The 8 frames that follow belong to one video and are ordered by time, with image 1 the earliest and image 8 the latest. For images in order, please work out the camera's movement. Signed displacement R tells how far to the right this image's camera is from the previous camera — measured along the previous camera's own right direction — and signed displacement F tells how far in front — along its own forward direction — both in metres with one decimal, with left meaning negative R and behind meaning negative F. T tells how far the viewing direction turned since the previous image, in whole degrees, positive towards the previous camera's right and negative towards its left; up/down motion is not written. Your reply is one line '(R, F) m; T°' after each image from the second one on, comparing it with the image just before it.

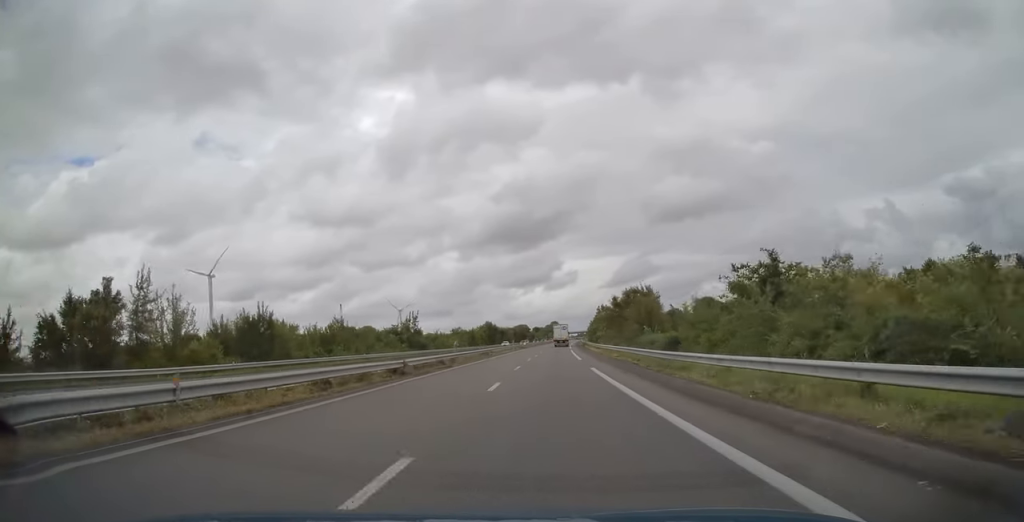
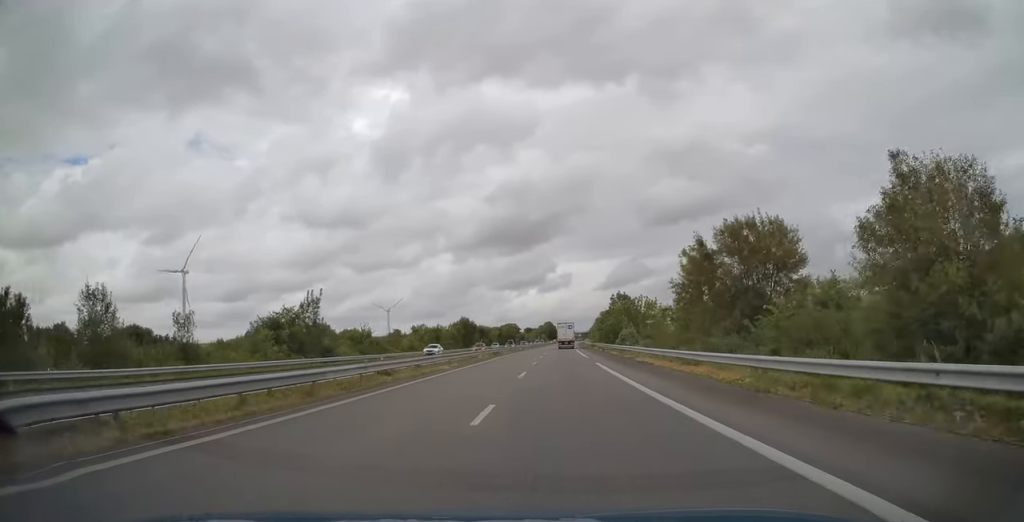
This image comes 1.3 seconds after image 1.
(+0.6, +46.1) m; +1°
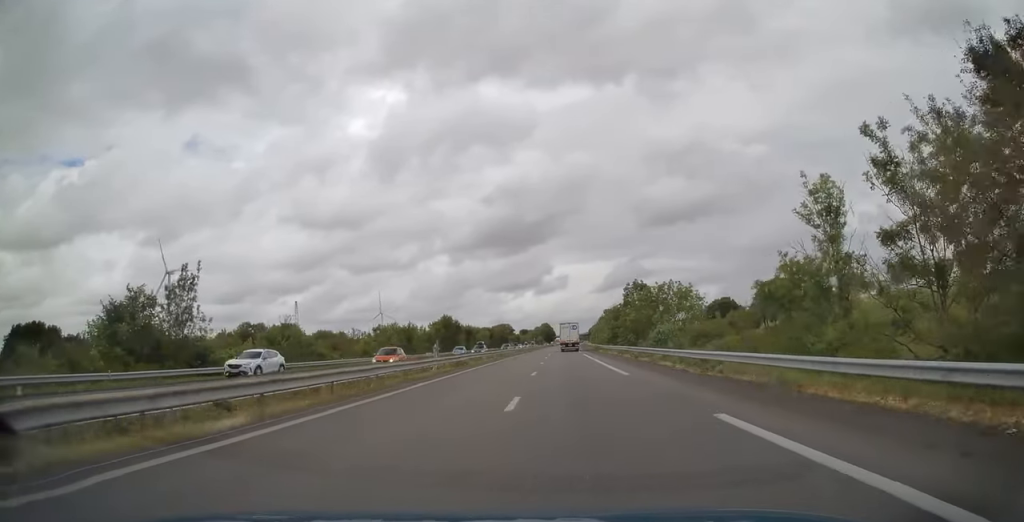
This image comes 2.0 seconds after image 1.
(-0.2, +23.9) m; 0°
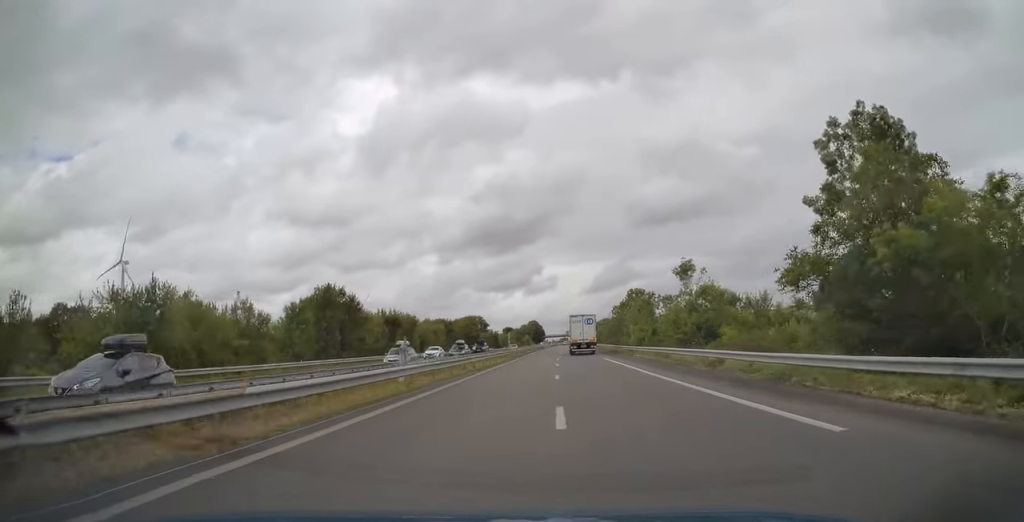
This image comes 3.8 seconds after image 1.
(+0.8, +67.5) m; +1°
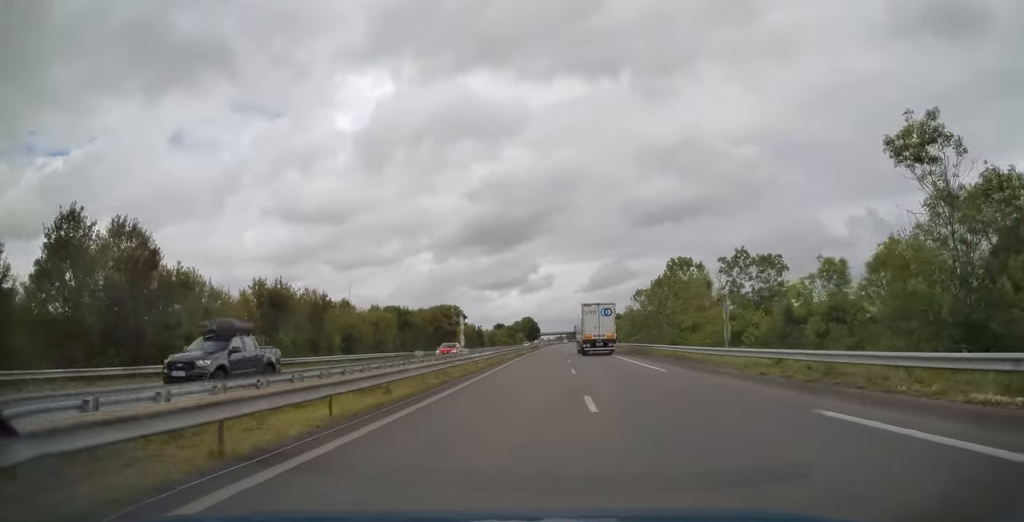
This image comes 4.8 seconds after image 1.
(+0.3, +37.0) m; 0°
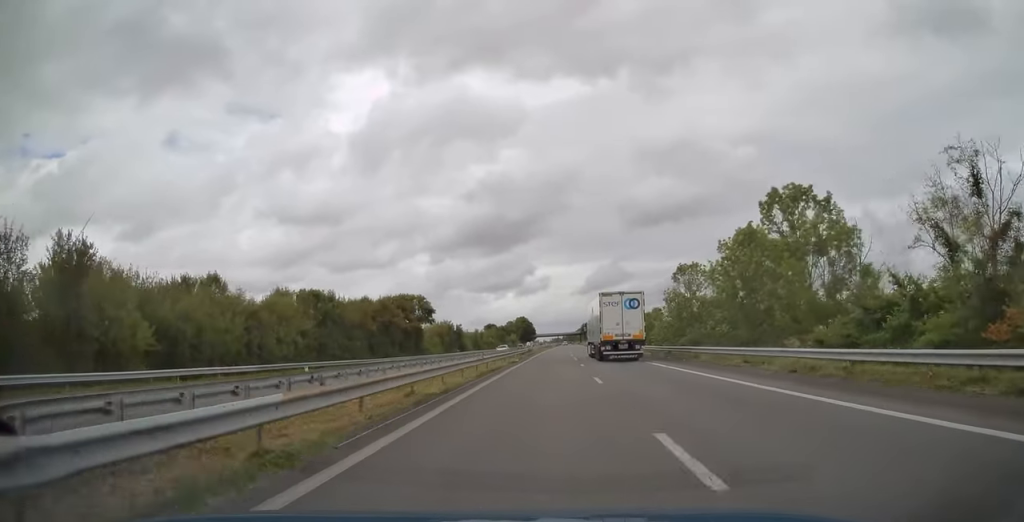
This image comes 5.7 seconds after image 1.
(-0.1, +32.1) m; 0°
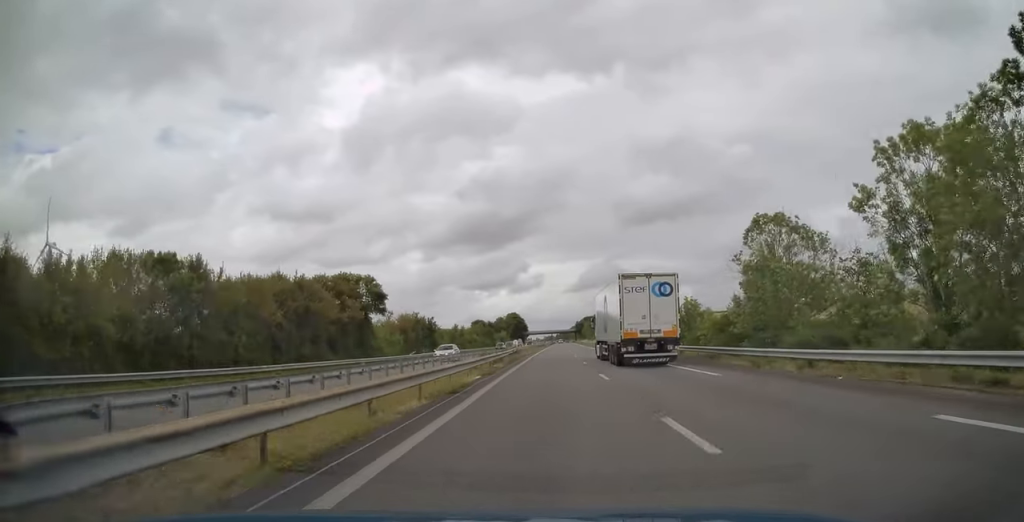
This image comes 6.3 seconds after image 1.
(+0.1, +24.7) m; +1°
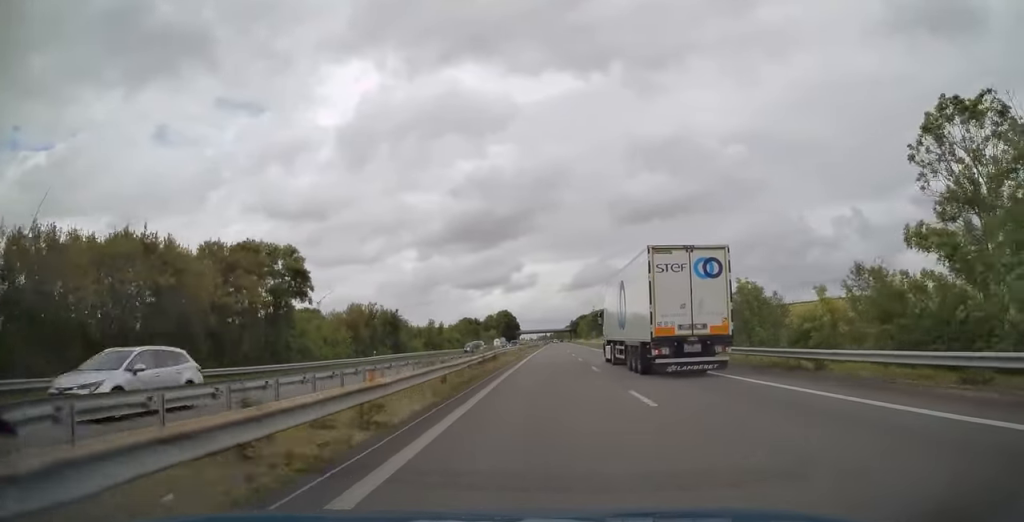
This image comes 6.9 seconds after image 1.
(+0.1, +20.9) m; +1°
